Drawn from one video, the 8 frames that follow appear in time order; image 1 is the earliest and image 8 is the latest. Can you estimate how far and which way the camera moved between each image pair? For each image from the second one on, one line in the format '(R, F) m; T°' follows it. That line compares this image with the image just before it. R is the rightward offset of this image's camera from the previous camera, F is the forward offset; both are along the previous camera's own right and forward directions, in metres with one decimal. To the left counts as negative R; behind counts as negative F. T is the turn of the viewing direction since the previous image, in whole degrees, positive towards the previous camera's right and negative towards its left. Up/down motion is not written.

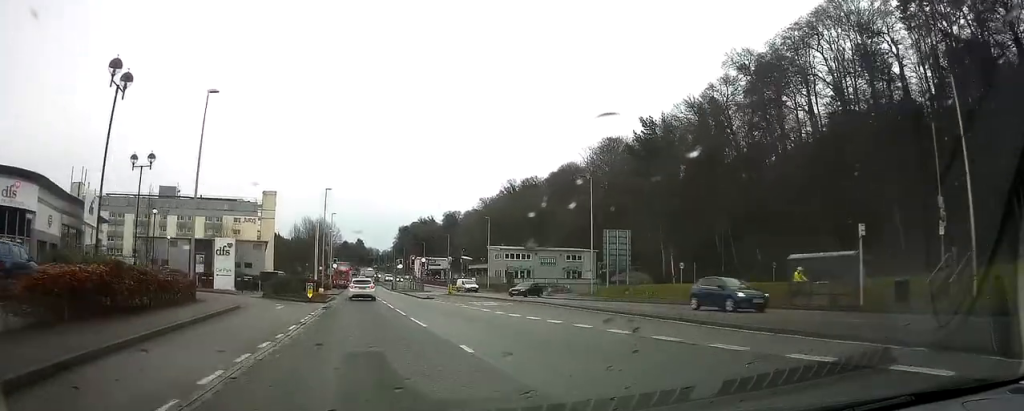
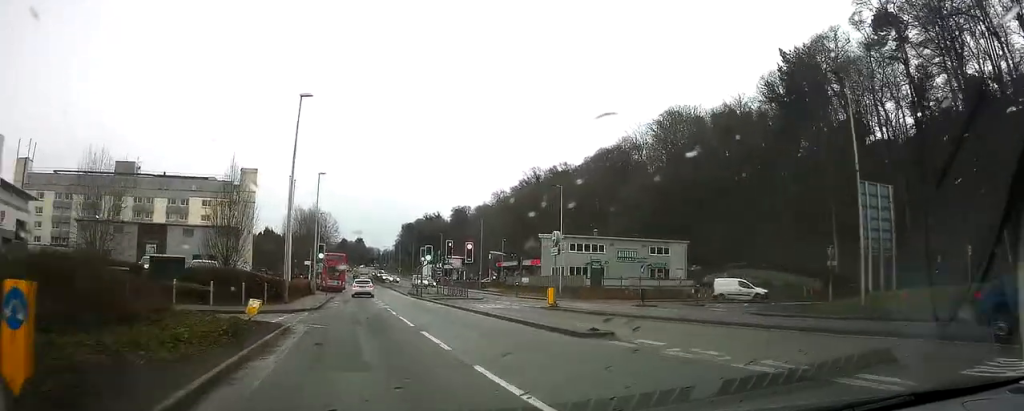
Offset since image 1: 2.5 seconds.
(-0.2, +29.9) m; +1°
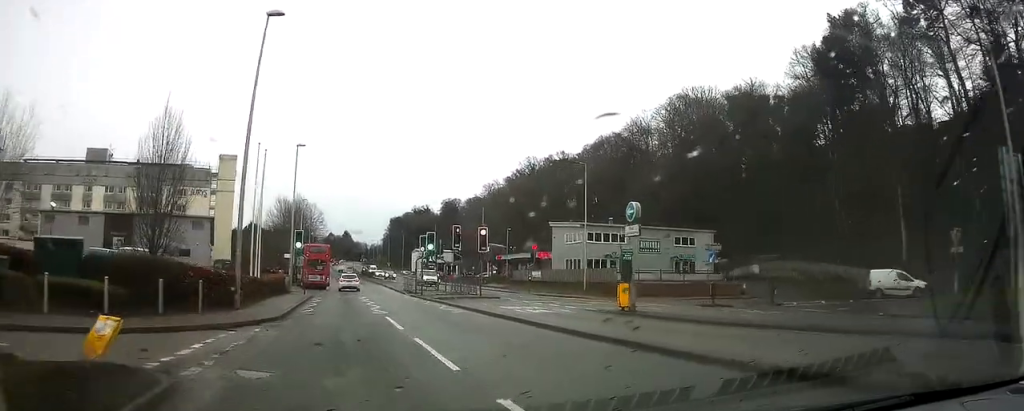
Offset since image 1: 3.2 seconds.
(+0.2, +9.0) m; 0°
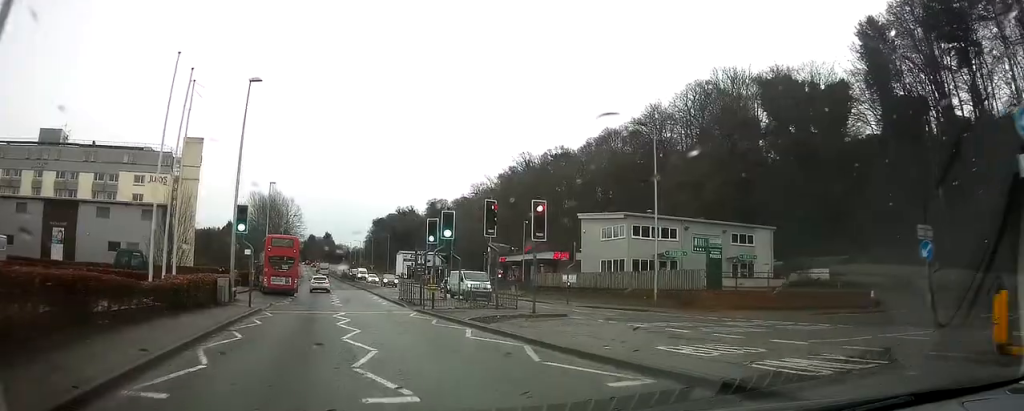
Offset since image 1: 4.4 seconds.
(-0.1, +14.0) m; 0°
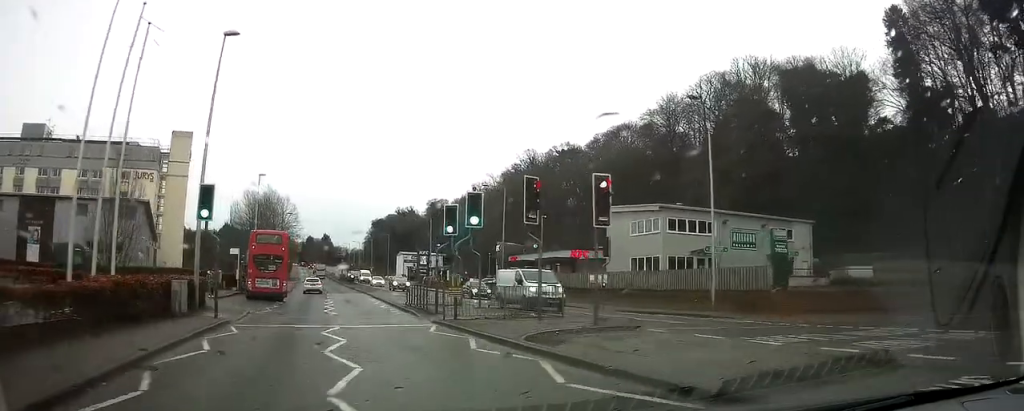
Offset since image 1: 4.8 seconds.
(-0.1, +5.9) m; 0°
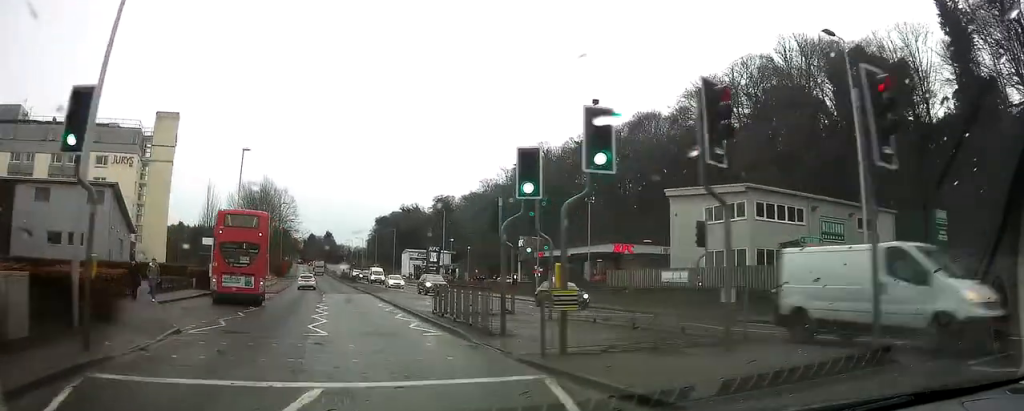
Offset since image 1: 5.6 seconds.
(+0.3, +9.9) m; +1°
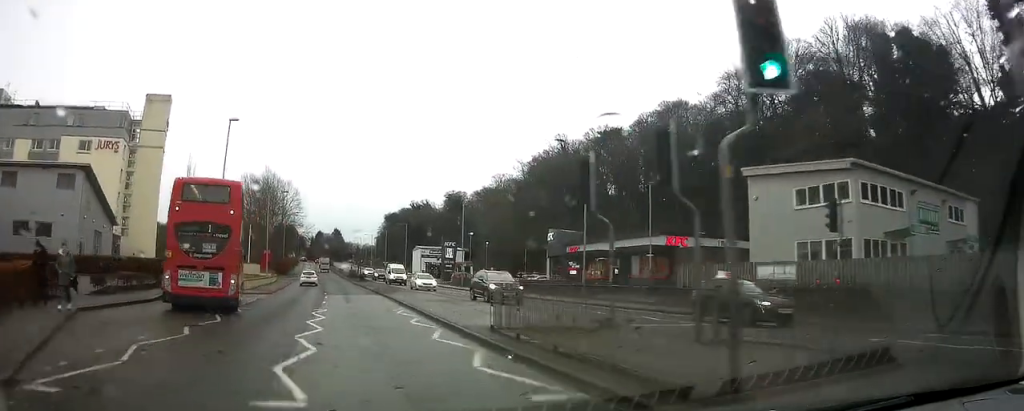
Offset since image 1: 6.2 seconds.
(0.0, +7.8) m; -1°
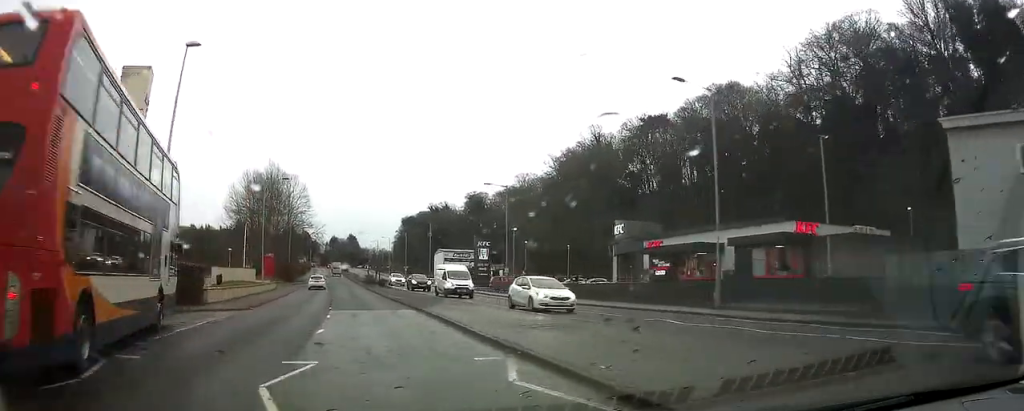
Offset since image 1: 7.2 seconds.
(-0.3, +13.1) m; -2°
